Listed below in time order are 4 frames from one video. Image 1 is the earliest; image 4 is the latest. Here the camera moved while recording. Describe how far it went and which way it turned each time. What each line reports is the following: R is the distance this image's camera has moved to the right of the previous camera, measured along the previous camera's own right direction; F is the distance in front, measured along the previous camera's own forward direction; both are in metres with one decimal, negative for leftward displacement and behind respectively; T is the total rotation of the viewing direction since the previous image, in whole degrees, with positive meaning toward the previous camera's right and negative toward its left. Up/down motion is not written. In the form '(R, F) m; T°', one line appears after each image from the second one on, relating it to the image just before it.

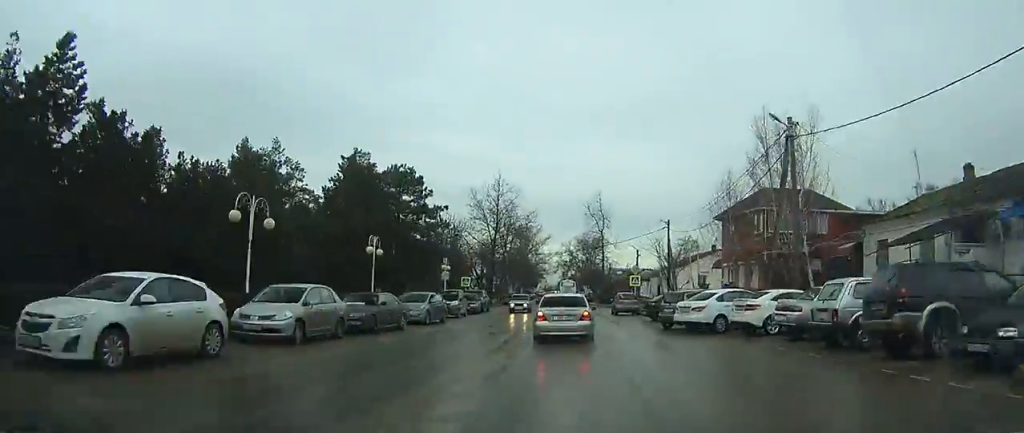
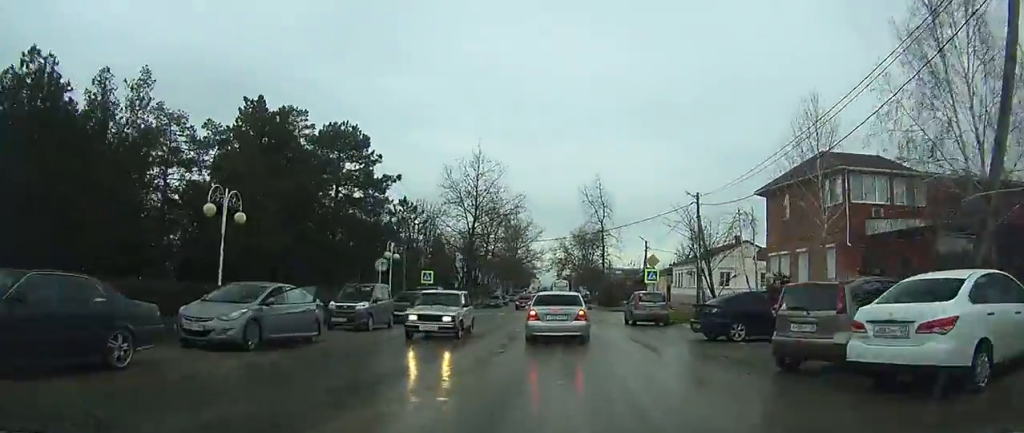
(+0.3, +13.6) m; +2°
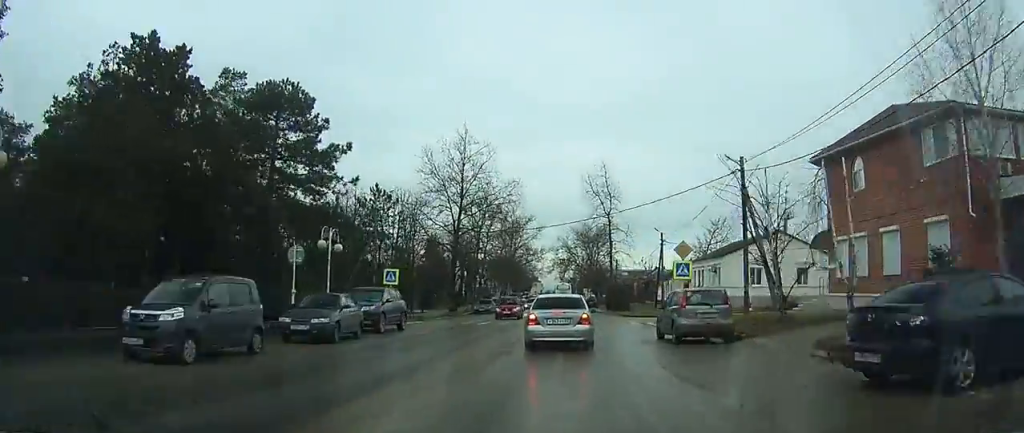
(+0.2, +9.5) m; +1°
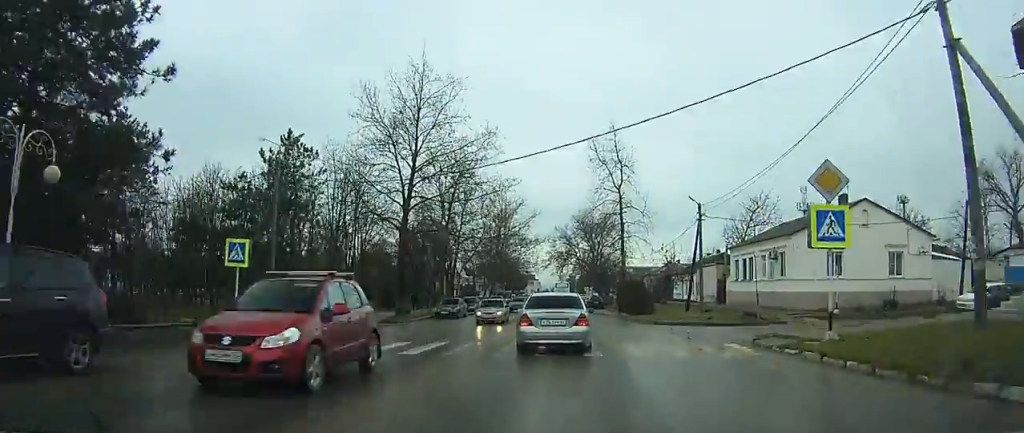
(+0.4, +17.6) m; +2°
